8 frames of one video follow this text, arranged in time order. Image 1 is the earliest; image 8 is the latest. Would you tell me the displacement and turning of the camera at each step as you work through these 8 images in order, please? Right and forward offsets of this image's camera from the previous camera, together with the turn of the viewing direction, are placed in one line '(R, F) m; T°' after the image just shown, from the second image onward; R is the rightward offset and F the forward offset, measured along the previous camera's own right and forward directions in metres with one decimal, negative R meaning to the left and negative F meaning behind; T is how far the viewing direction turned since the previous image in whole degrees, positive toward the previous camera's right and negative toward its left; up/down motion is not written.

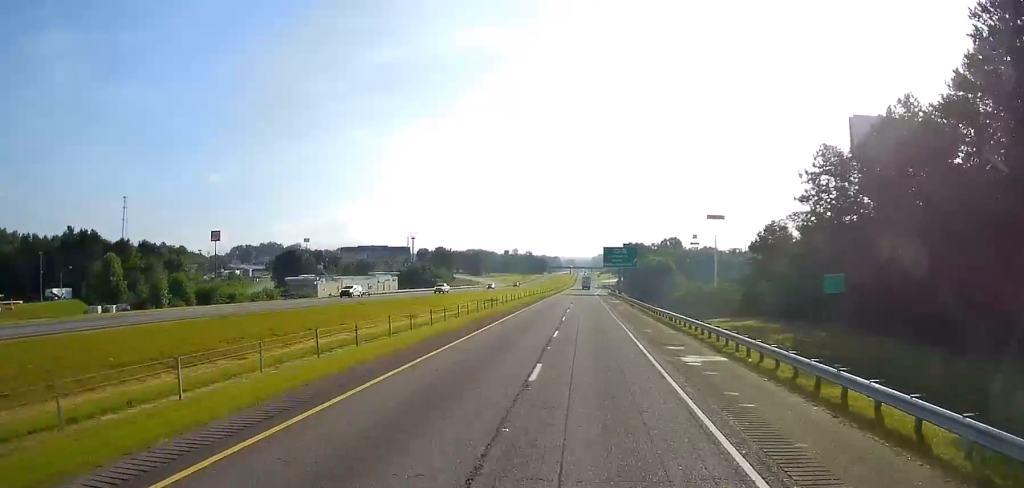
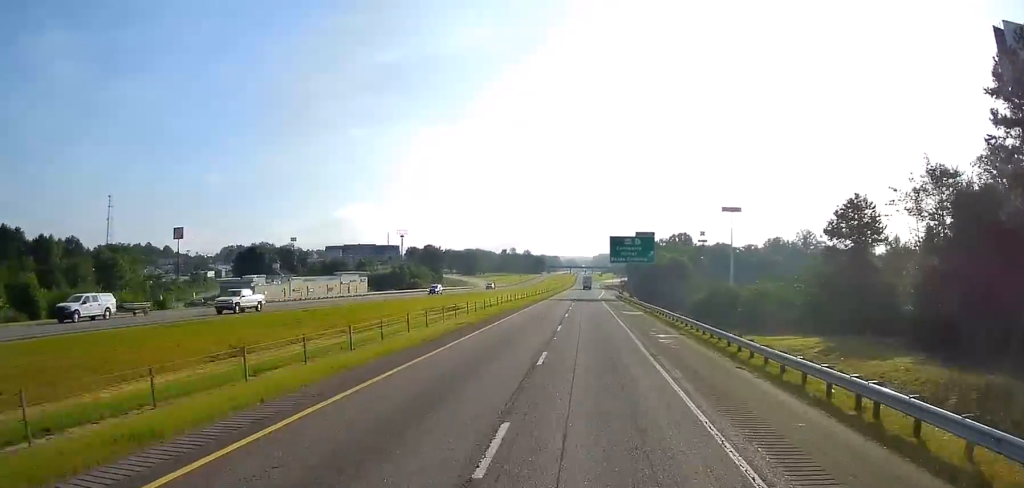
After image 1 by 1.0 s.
(+0.8, +32.5) m; 0°
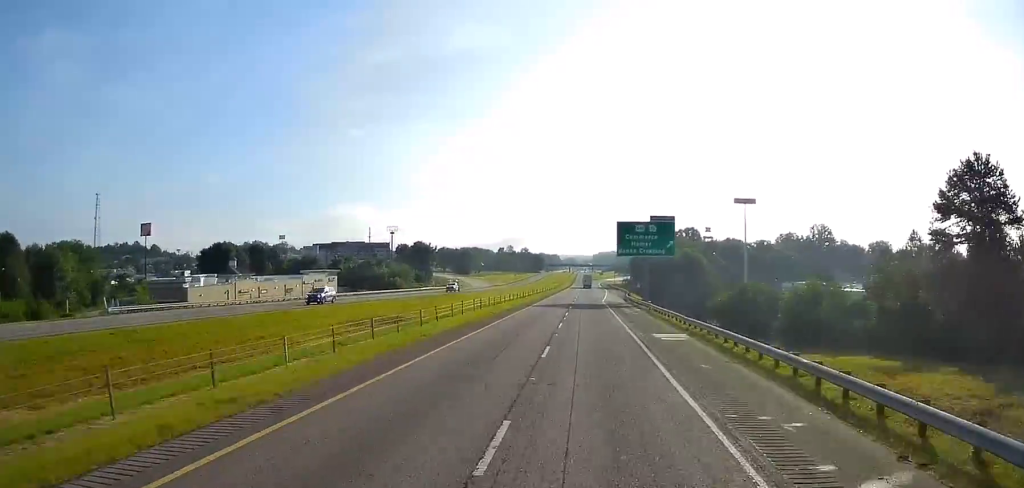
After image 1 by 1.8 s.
(-0.9, +24.2) m; 0°
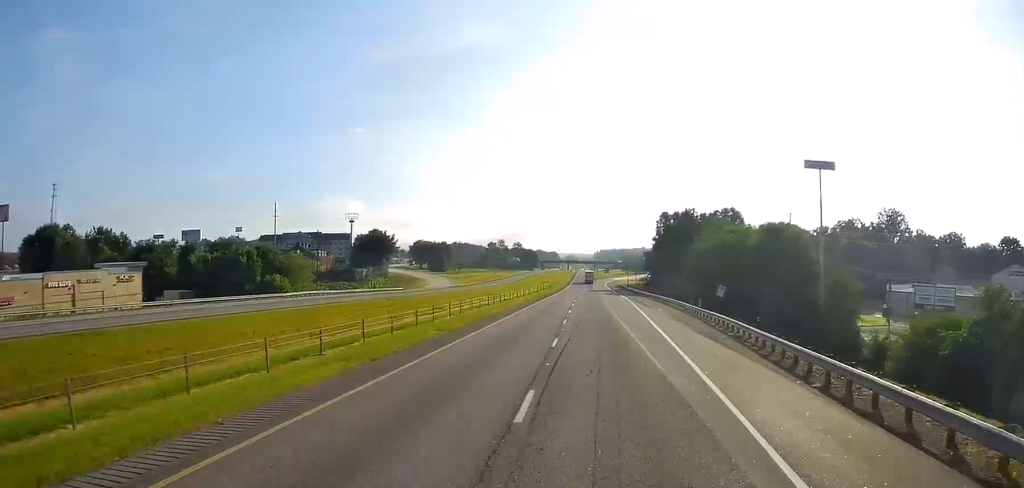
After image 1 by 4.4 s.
(+0.5, +82.3) m; -1°
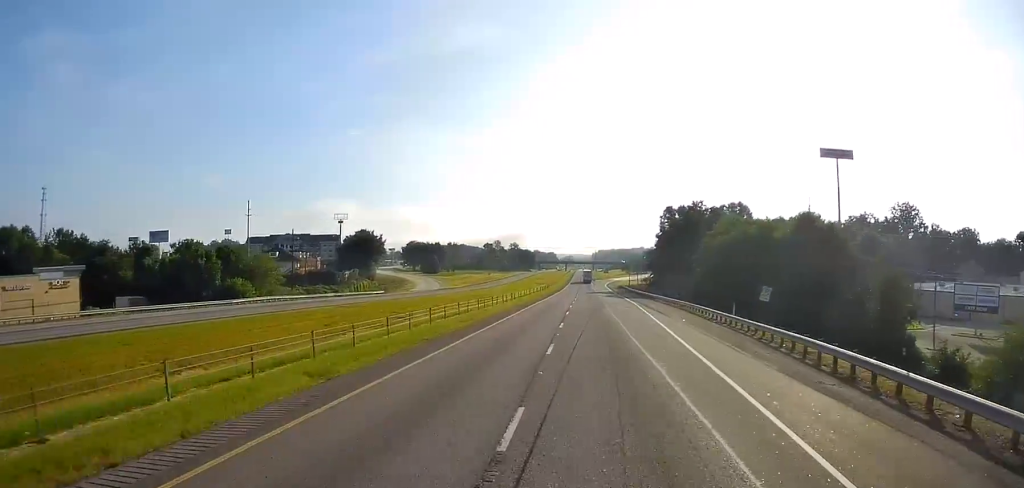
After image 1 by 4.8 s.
(-0.1, +14.2) m; 0°
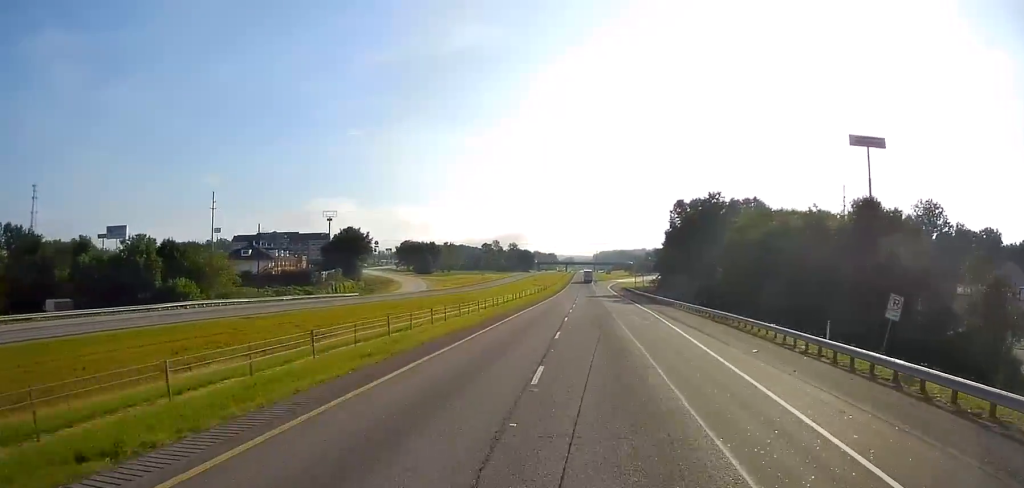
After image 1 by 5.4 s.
(+0.2, +18.0) m; 0°
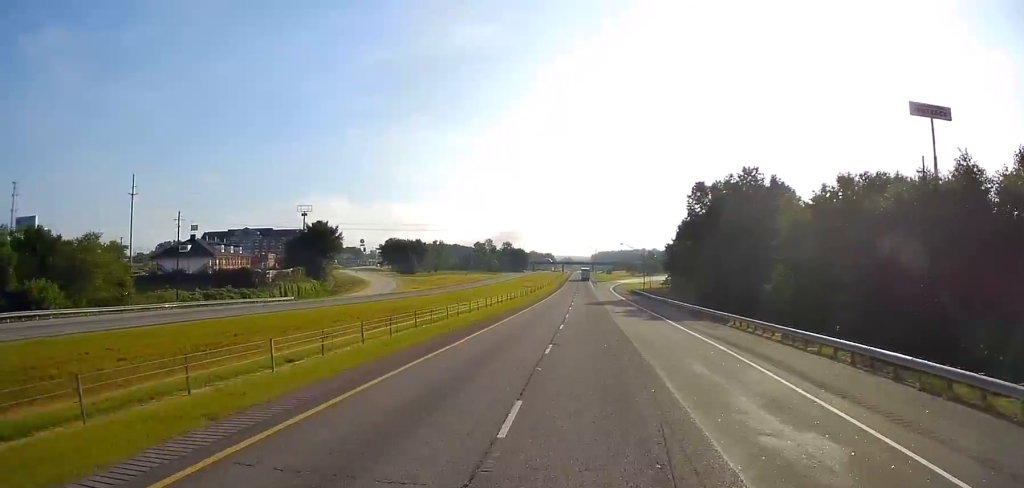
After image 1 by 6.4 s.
(+0.1, +30.3) m; 0°
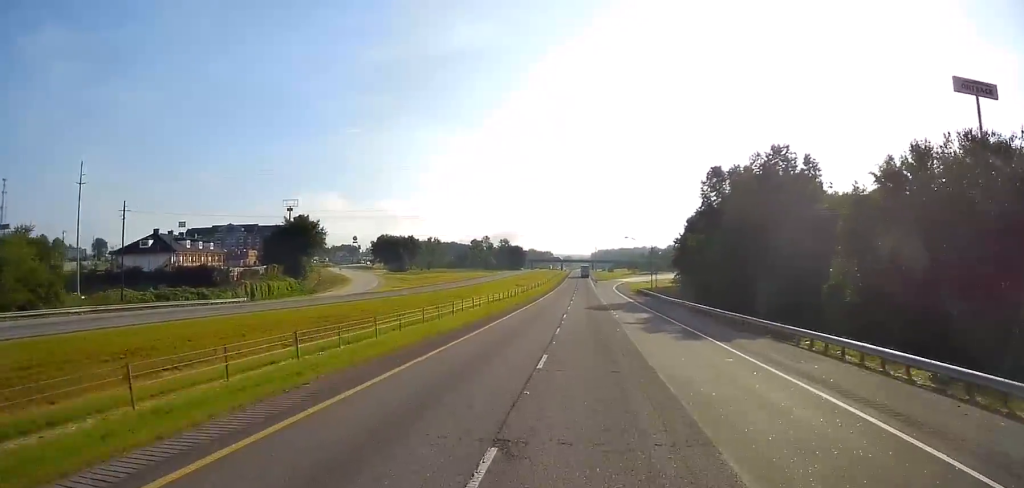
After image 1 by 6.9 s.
(+0.1, +16.0) m; 0°
